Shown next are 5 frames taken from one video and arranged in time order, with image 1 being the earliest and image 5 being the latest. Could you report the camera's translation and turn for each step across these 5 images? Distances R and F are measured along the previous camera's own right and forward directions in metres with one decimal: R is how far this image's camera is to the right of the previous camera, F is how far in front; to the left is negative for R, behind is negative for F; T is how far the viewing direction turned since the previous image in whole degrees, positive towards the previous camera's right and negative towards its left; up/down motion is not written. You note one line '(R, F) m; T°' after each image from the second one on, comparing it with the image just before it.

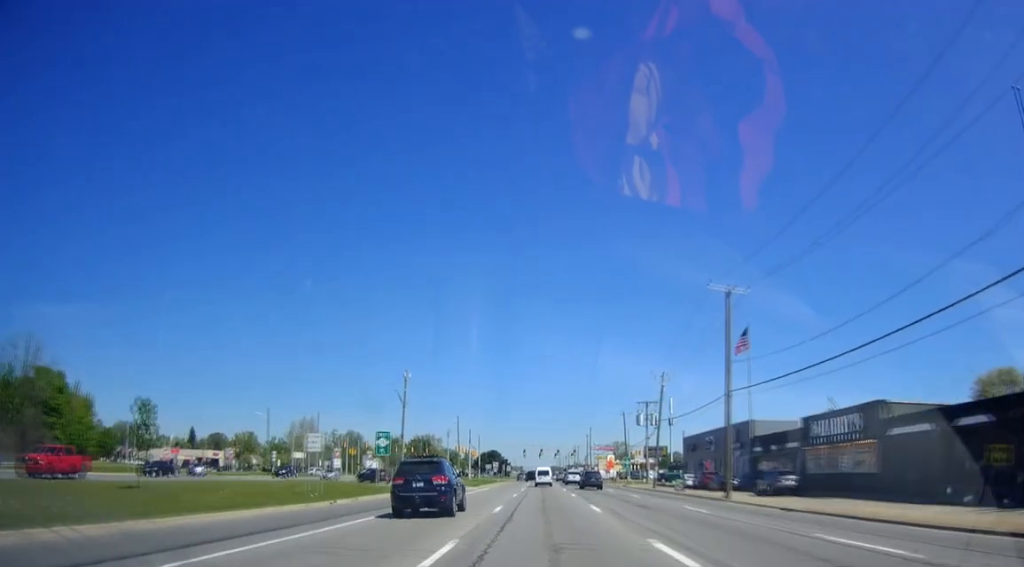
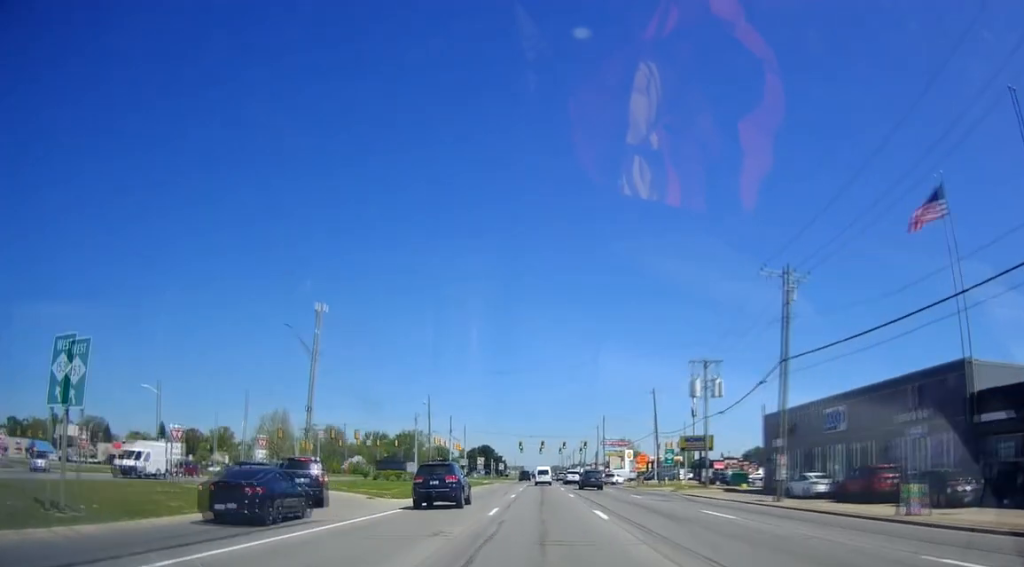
(+0.2, +33.7) m; +2°
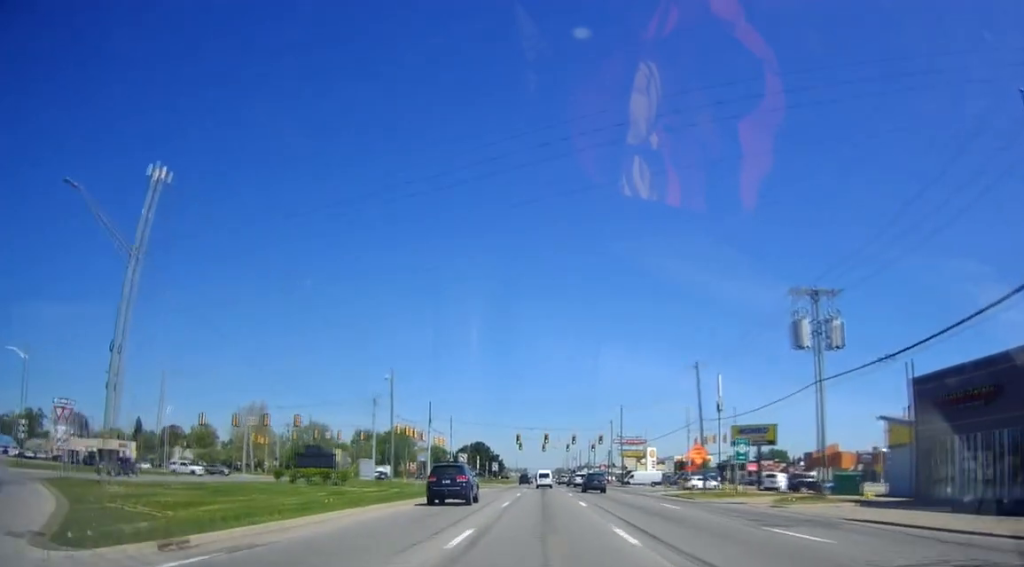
(-0.2, +25.0) m; -1°
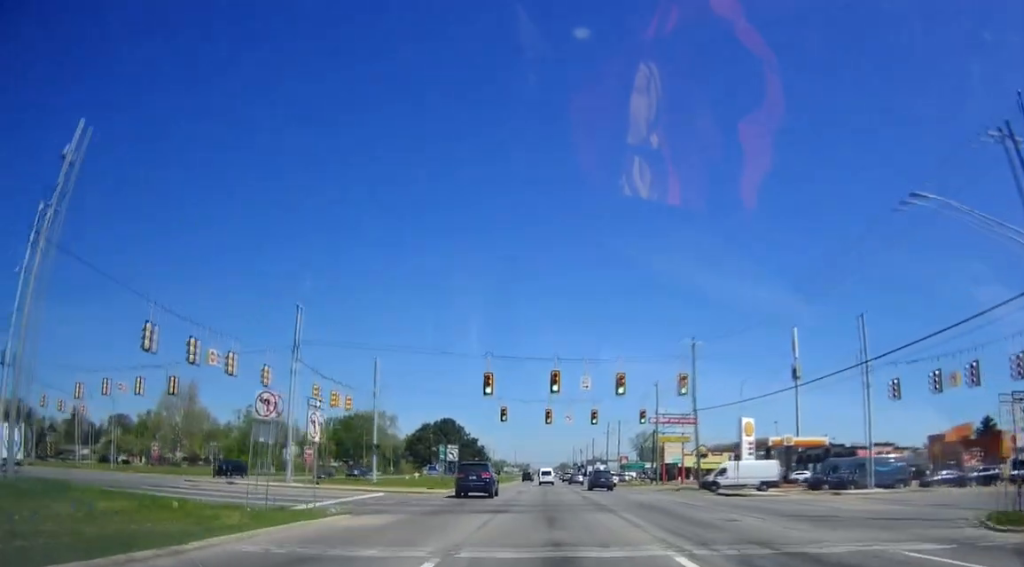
(-1.1, +52.5) m; -2°
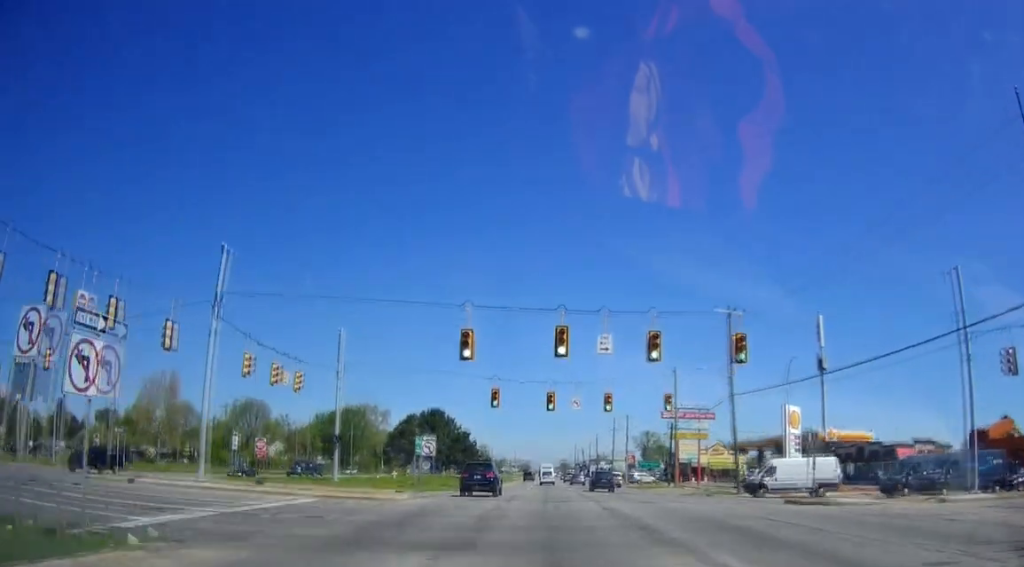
(+0.2, +11.3) m; 0°
